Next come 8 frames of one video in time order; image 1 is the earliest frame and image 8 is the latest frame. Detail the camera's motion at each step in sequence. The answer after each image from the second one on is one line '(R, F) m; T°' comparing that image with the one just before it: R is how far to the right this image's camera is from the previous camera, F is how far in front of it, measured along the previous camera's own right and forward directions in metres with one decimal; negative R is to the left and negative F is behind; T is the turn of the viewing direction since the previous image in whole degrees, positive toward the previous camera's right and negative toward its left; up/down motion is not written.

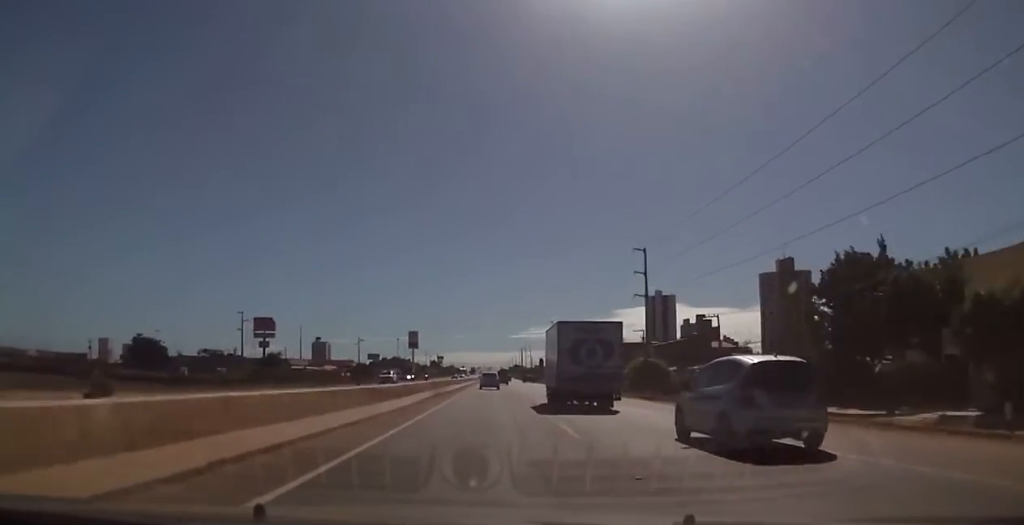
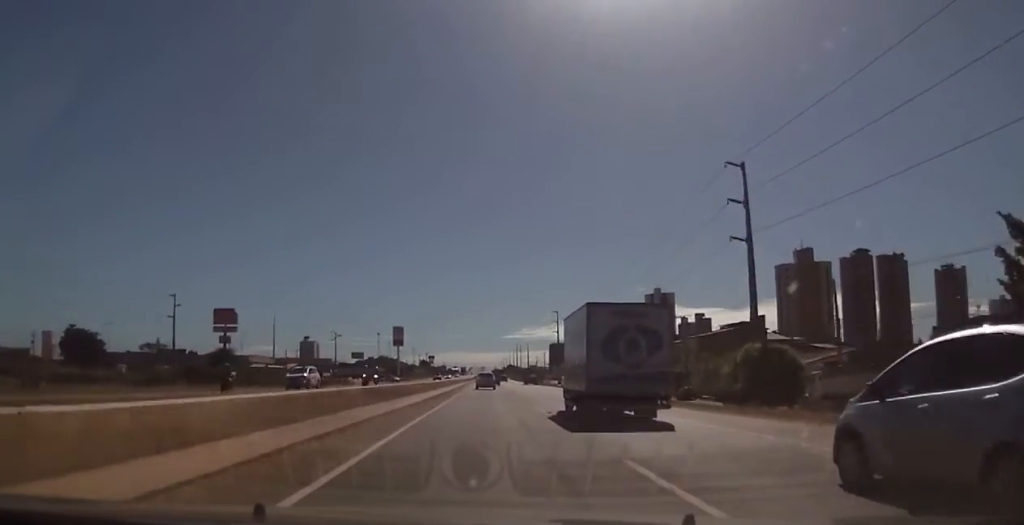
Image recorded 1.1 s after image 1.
(+0.2, +25.1) m; +1°
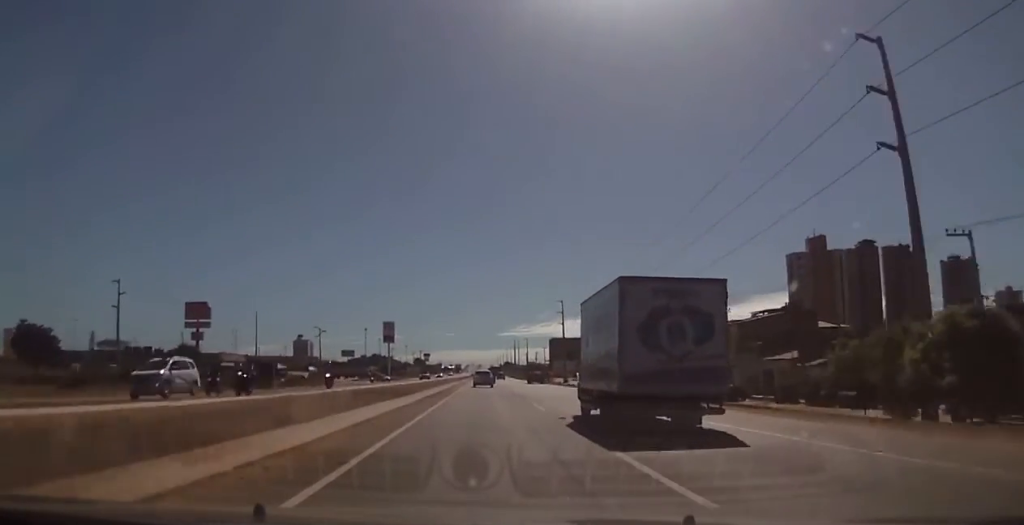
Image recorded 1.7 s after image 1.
(+0.1, +14.7) m; 0°
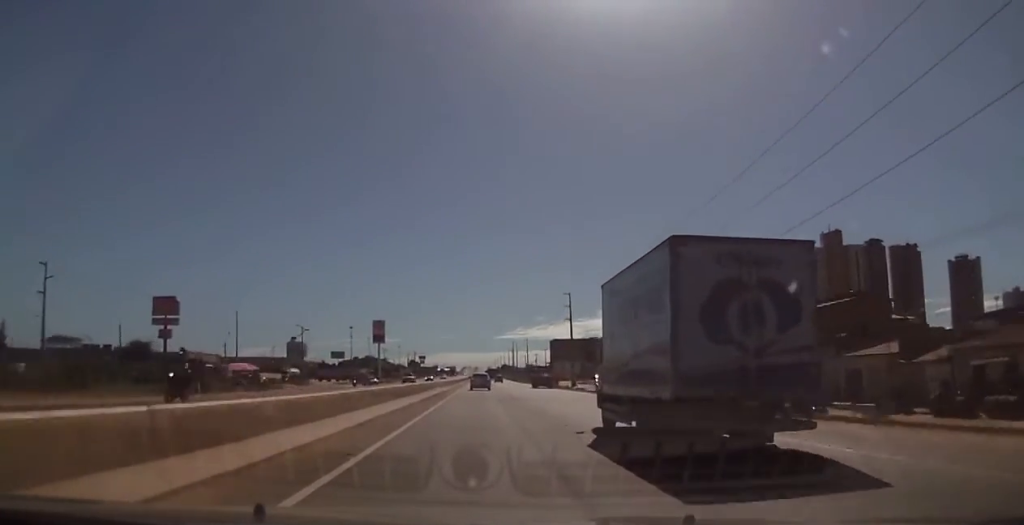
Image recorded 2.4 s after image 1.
(0.0, +14.7) m; 0°
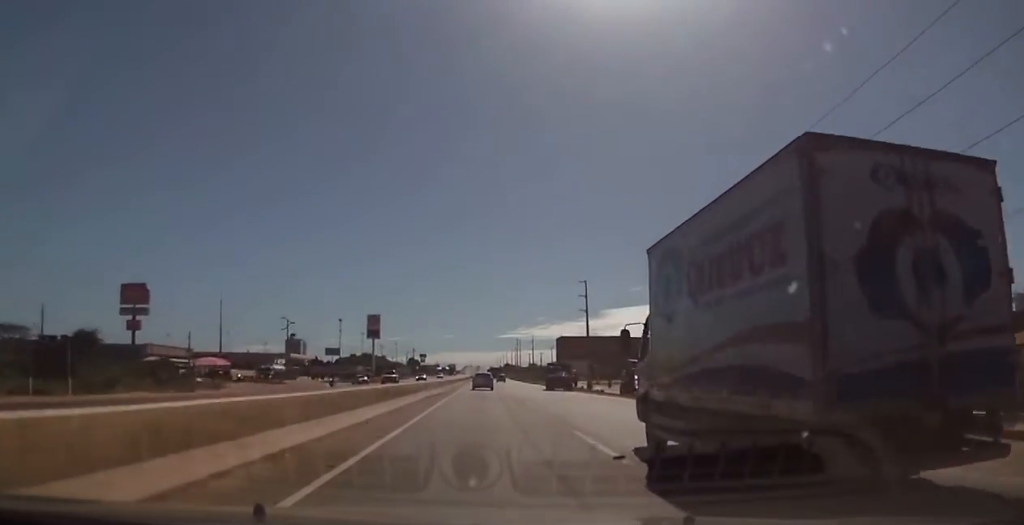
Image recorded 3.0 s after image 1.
(-0.1, +13.7) m; 0°
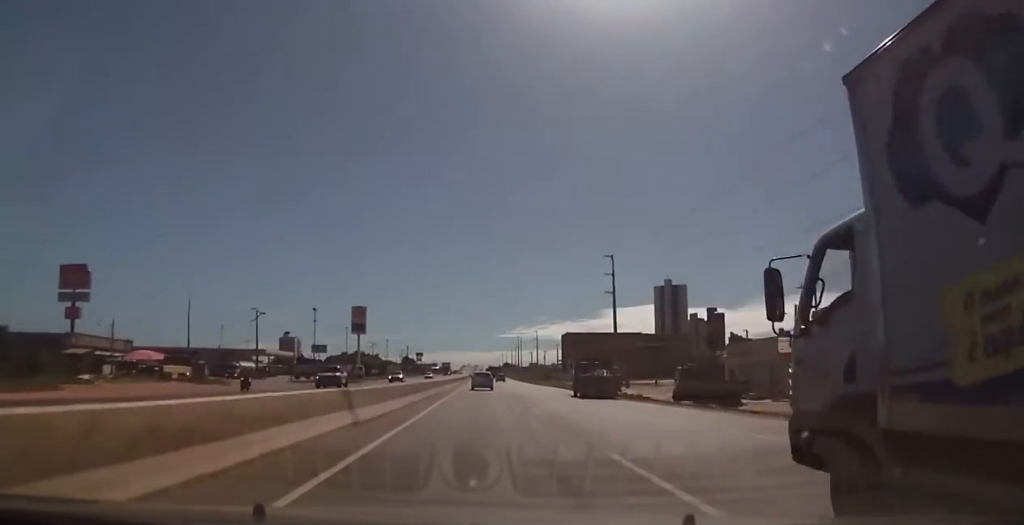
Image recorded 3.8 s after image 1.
(0.0, +19.4) m; 0°
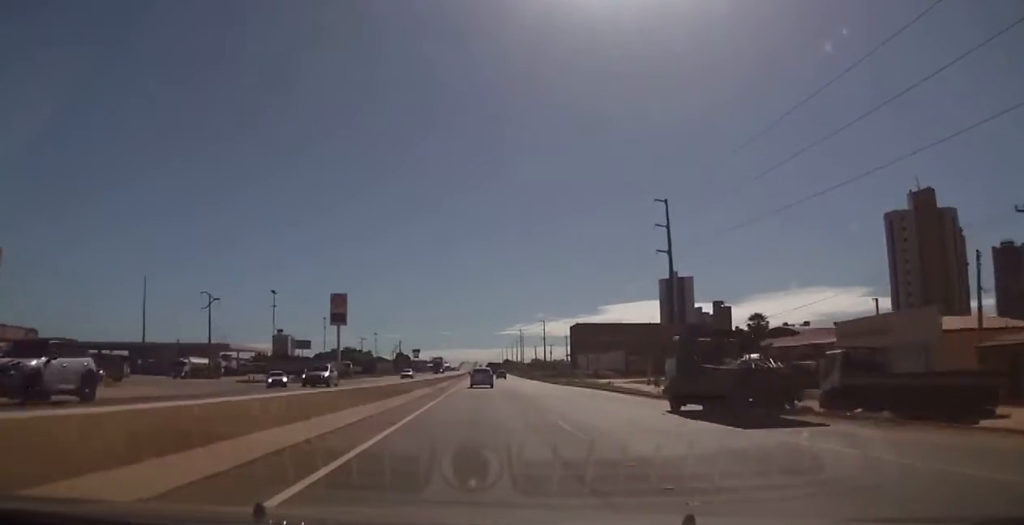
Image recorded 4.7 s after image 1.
(0.0, +21.2) m; 0°
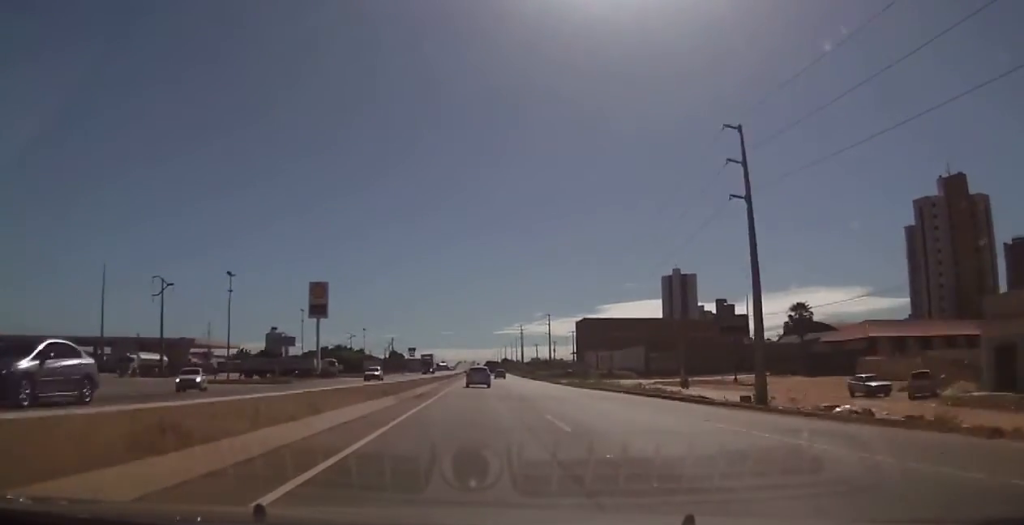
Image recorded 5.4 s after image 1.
(0.0, +14.7) m; 0°
